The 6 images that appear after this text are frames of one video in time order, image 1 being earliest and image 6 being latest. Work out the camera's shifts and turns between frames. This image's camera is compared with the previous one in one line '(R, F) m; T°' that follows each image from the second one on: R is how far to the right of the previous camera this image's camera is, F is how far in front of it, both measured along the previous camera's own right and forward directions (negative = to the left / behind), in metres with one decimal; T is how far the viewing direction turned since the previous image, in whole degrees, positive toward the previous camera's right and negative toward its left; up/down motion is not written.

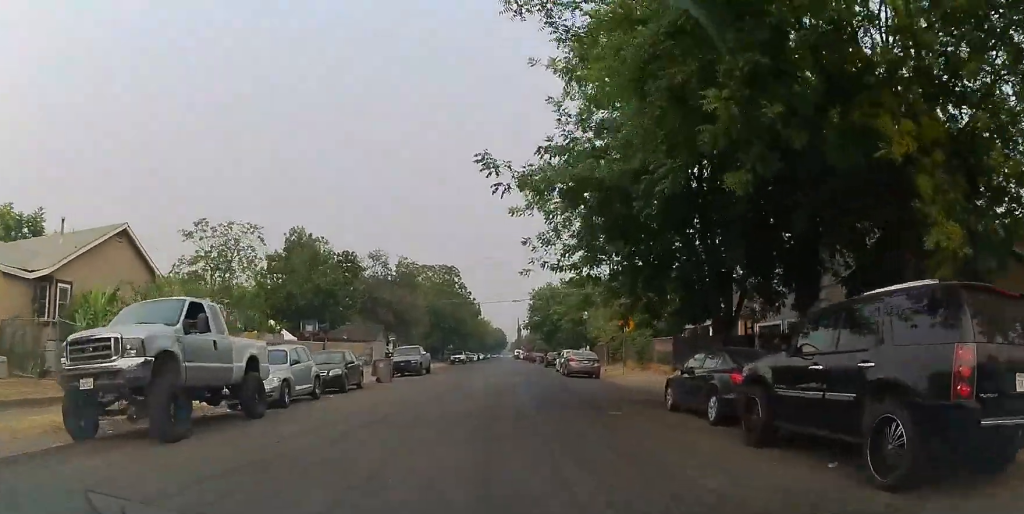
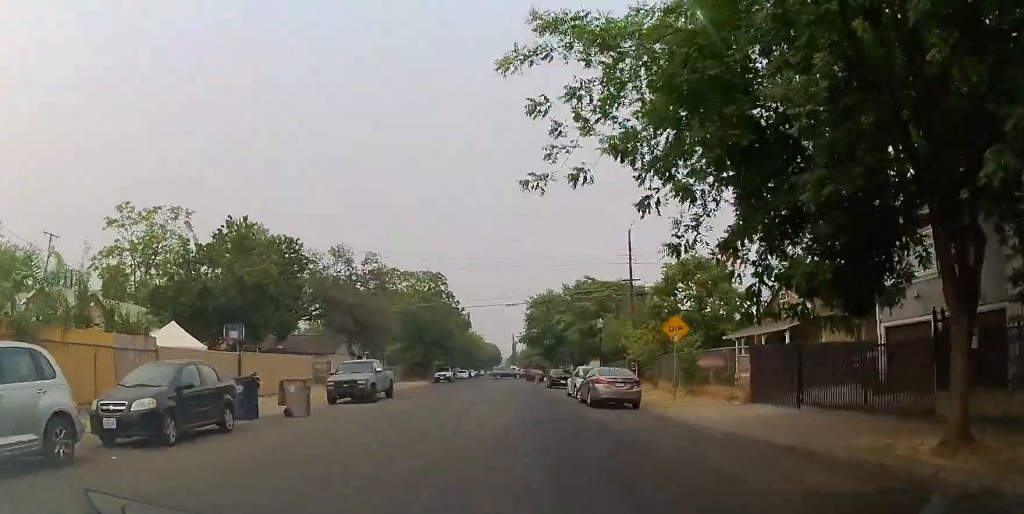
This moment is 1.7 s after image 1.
(0.0, +10.4) m; 0°
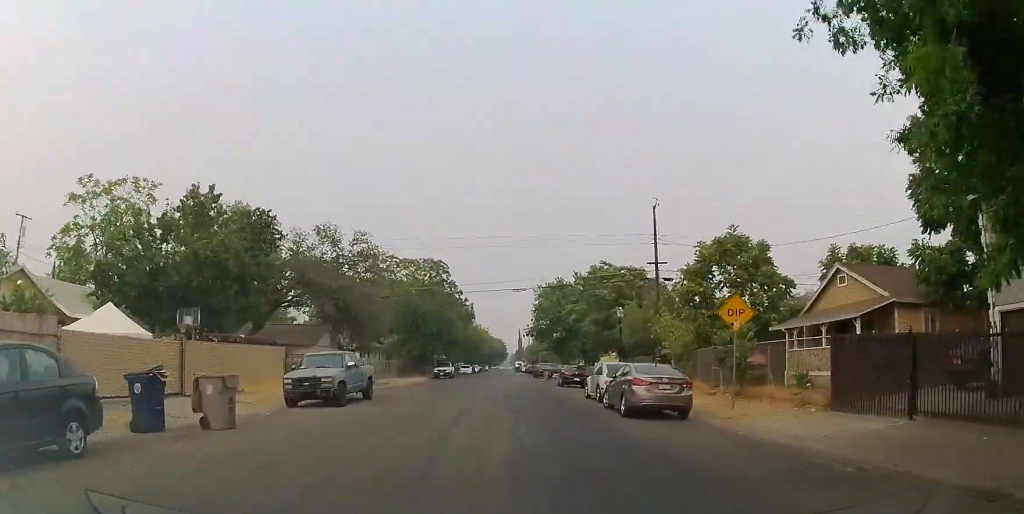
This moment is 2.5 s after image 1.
(0.0, +4.9) m; 0°
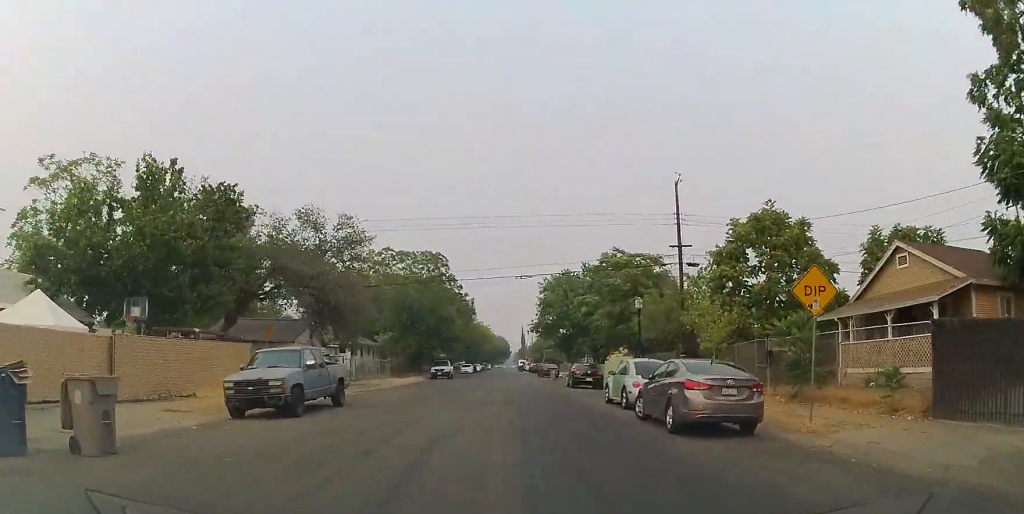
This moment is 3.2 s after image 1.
(0.0, +4.0) m; +2°
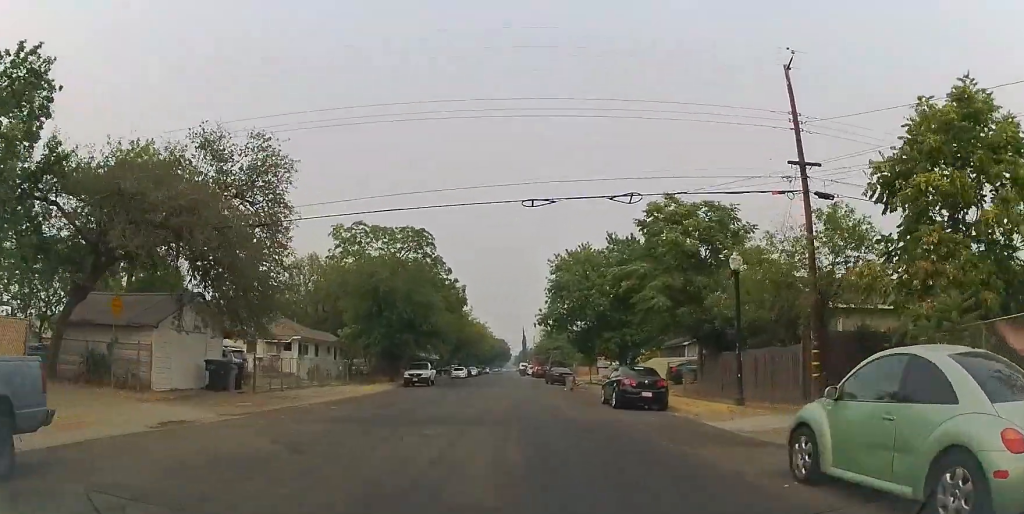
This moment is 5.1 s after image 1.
(+0.3, +12.9) m; -3°
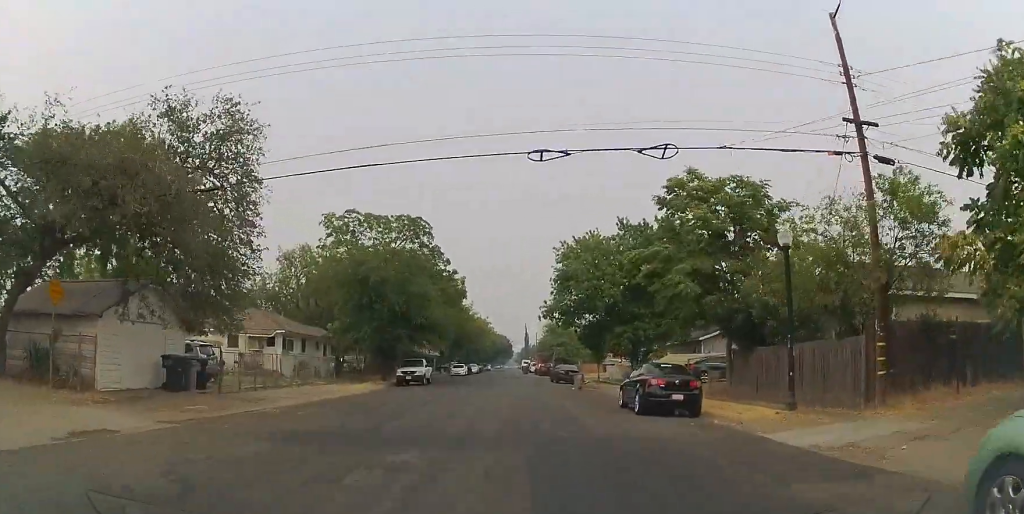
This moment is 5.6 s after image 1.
(-0.4, +3.2) m; -2°
